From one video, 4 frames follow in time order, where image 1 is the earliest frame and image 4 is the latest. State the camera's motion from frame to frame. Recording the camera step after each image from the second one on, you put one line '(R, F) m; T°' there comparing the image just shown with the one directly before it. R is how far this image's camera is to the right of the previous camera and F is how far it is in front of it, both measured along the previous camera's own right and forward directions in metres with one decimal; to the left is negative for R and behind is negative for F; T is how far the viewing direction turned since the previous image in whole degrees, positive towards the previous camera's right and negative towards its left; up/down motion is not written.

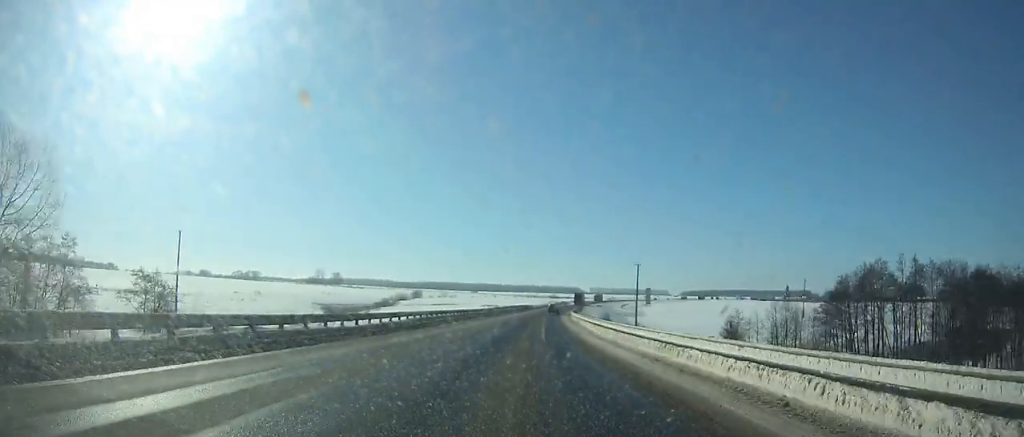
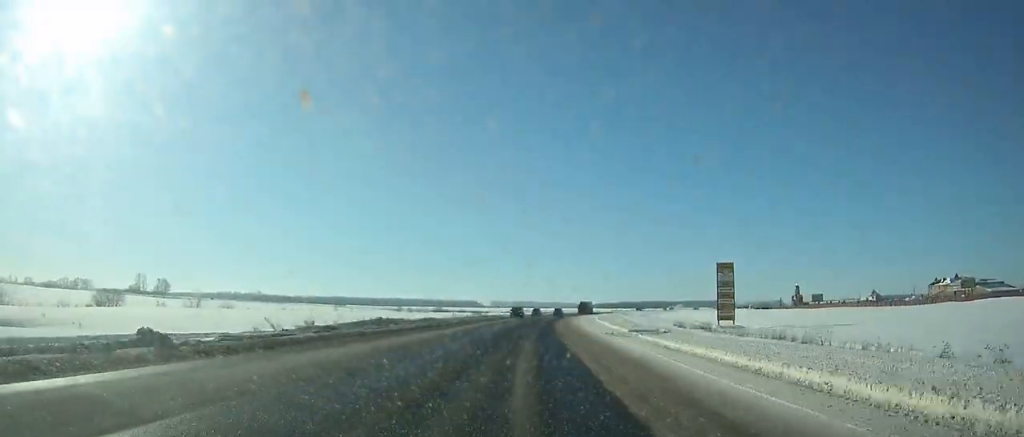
(+15.7, +200.0) m; +9°
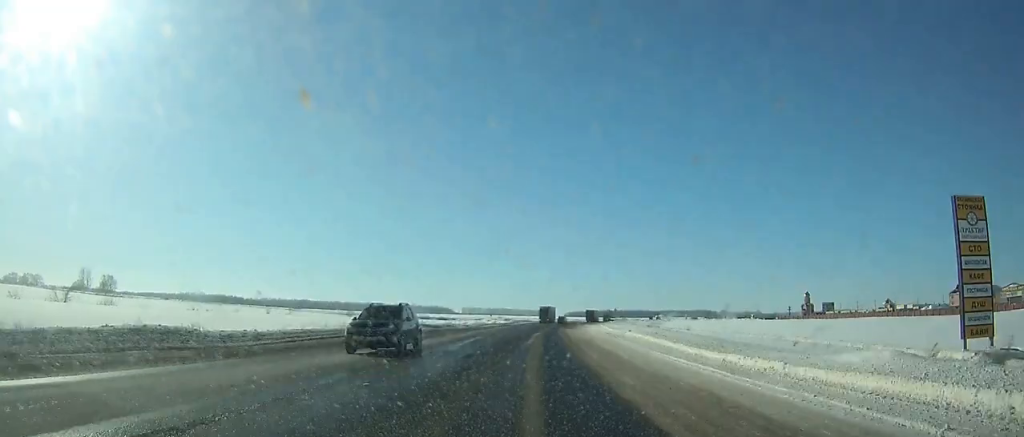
(+0.8, +48.7) m; +3°
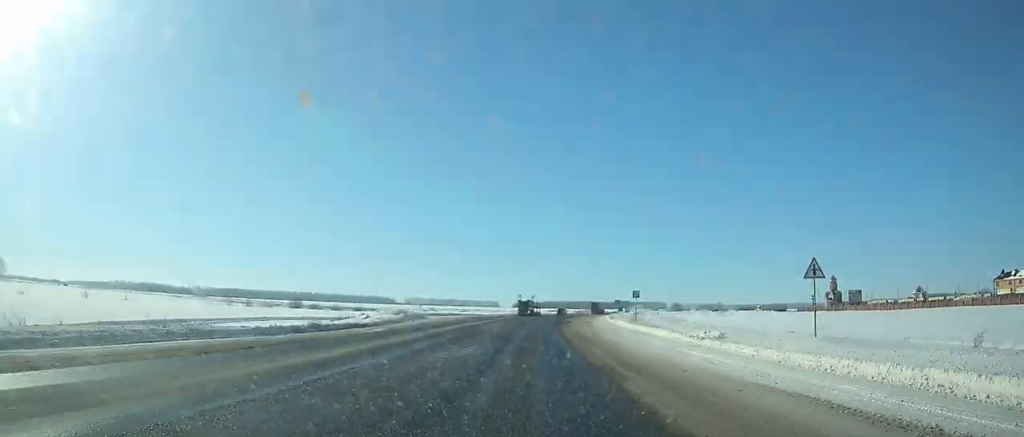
(+3.8, +81.3) m; +5°
